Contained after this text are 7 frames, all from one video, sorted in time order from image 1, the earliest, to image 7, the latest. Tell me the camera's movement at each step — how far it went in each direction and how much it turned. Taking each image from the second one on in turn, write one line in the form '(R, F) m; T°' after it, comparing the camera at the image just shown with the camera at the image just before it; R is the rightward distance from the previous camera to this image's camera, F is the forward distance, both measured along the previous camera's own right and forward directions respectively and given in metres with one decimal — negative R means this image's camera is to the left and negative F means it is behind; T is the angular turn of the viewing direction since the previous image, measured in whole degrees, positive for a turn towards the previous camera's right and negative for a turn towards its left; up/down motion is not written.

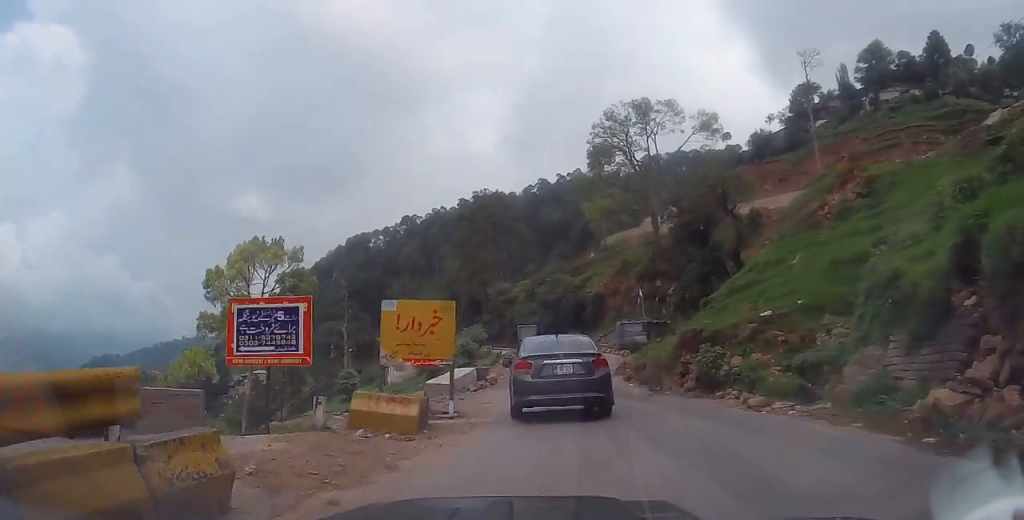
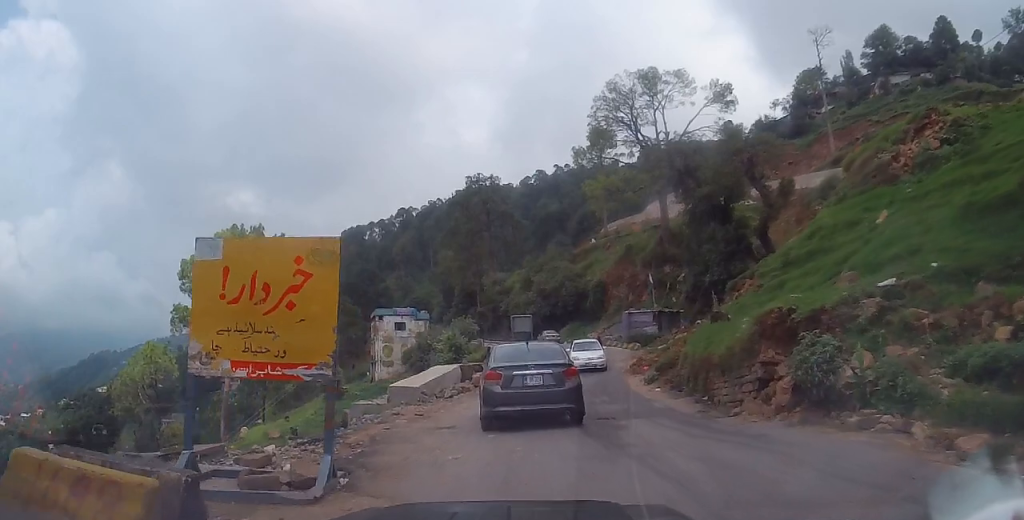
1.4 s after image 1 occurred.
(+0.3, +6.4) m; 0°
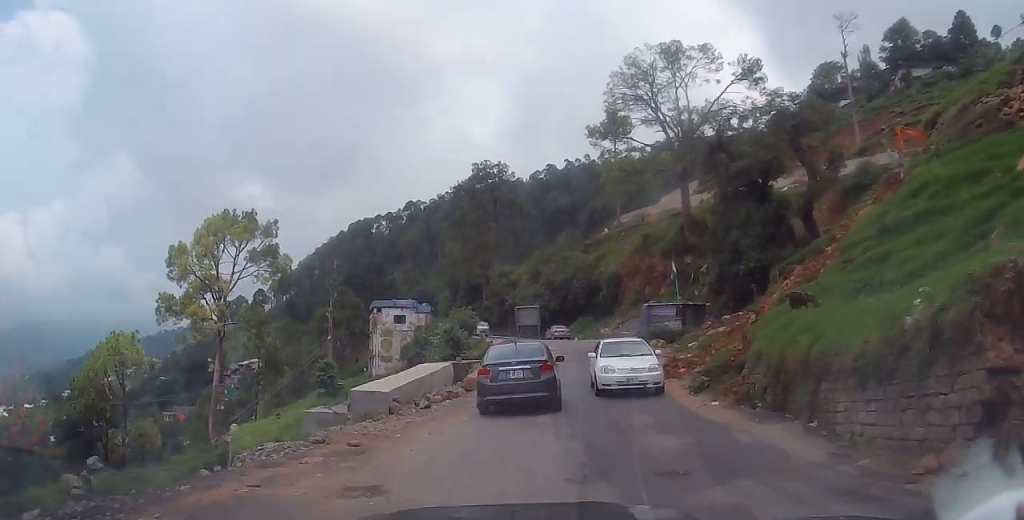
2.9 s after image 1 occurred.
(-0.3, +5.3) m; -3°
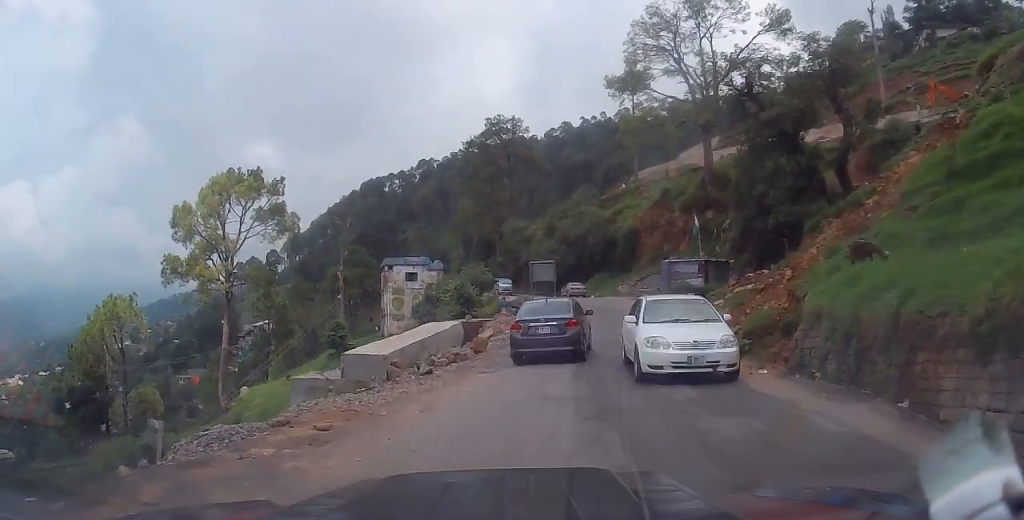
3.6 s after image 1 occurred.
(0.0, +2.1) m; -3°
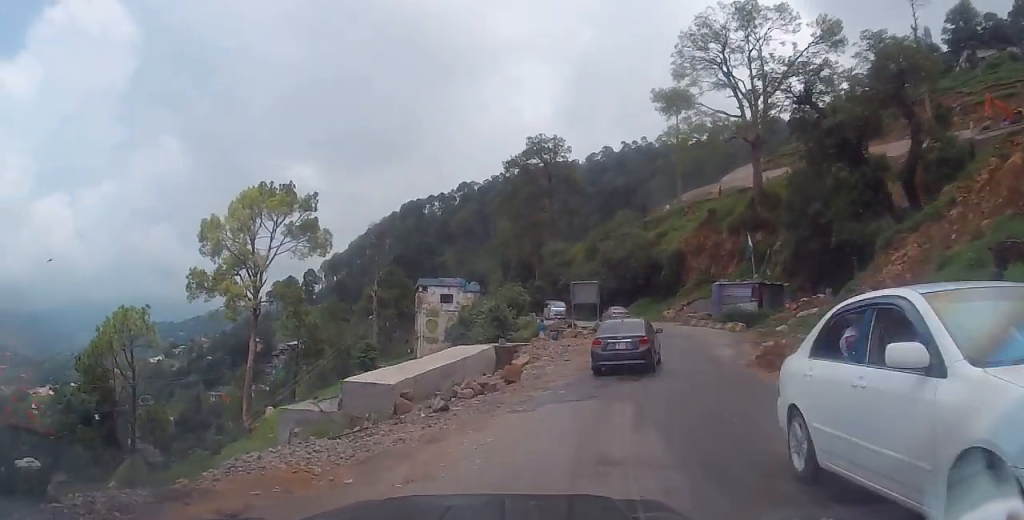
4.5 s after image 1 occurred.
(-0.1, +3.2) m; -1°
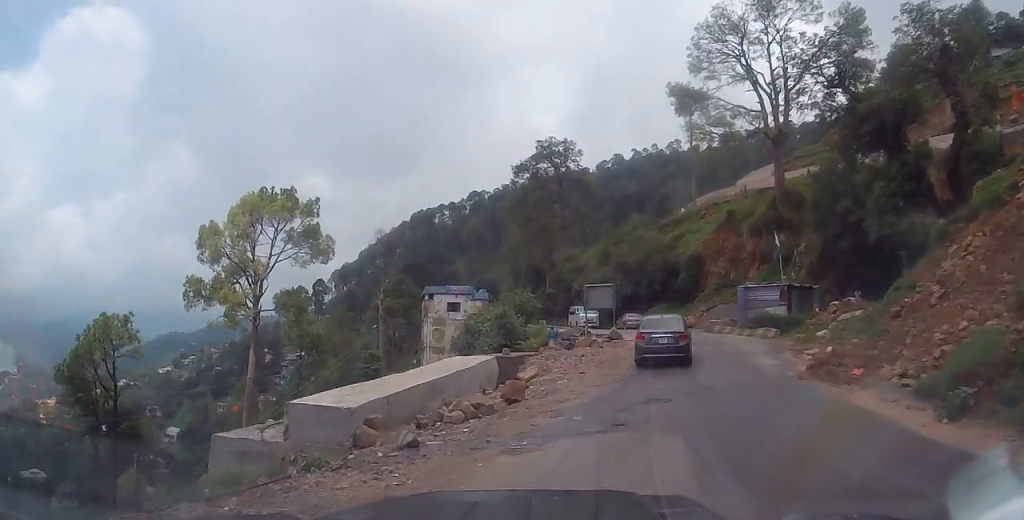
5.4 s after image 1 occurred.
(0.0, +3.2) m; +6°
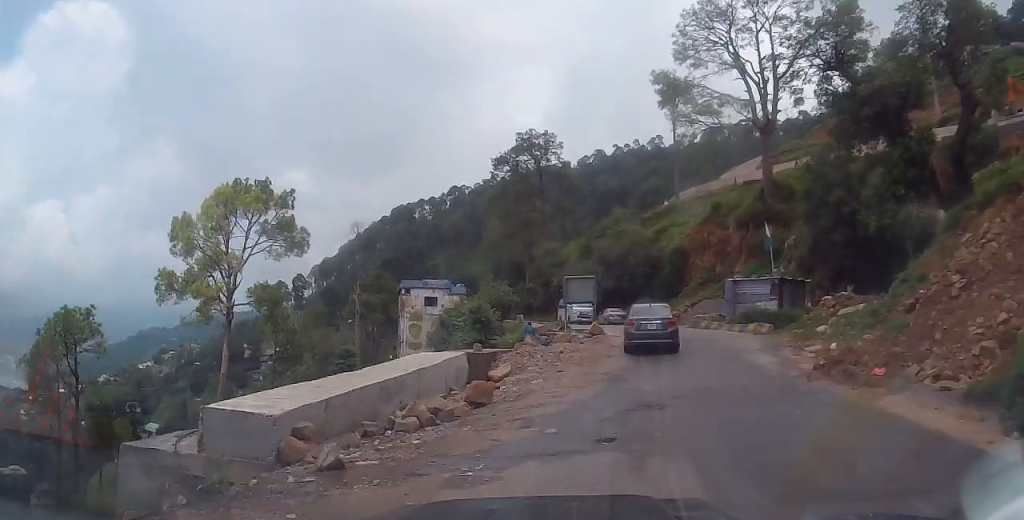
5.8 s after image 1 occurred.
(+0.3, +1.9) m; +4°
